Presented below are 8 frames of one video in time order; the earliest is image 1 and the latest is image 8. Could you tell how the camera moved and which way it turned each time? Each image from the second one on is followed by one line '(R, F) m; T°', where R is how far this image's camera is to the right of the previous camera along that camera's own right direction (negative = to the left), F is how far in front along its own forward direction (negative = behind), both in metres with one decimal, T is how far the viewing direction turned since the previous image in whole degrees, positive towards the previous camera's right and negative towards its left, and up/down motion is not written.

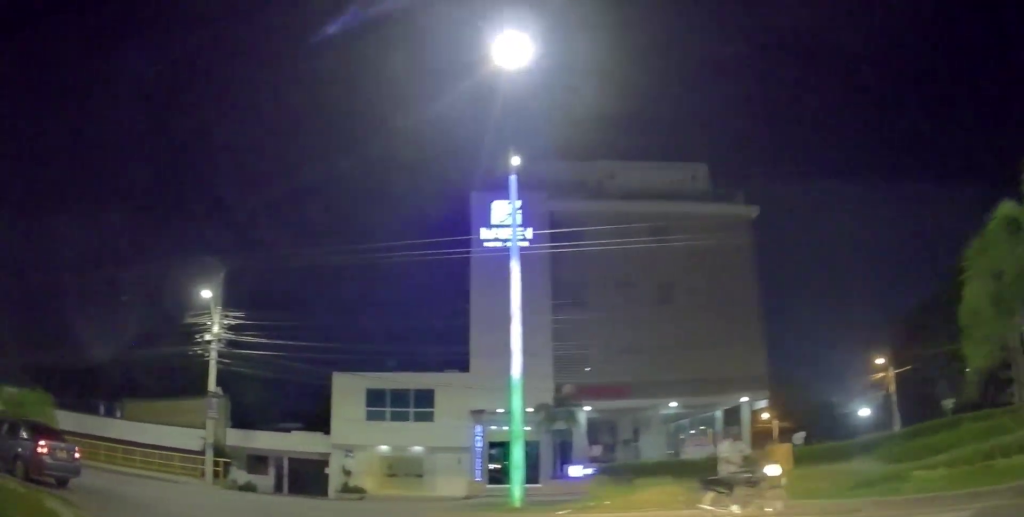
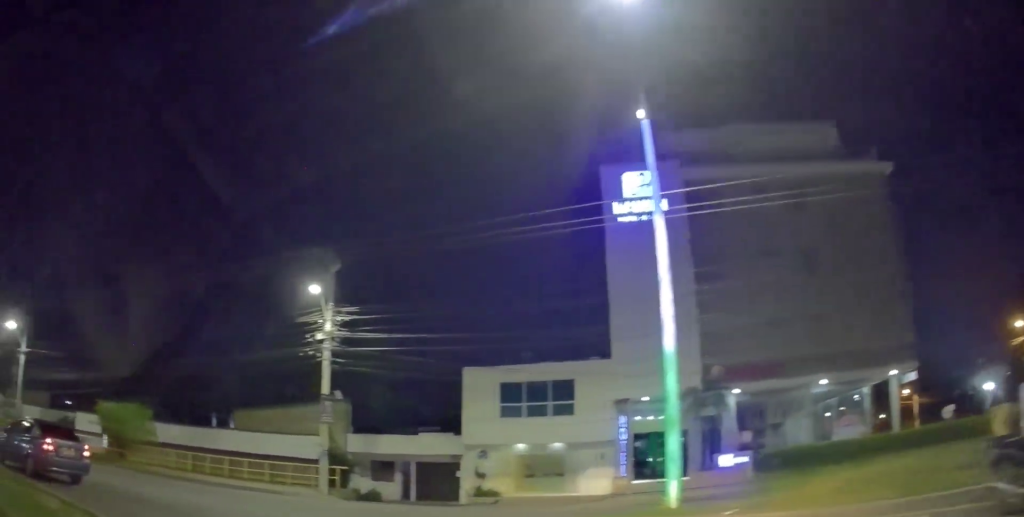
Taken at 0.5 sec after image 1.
(-0.3, +2.7) m; -15°
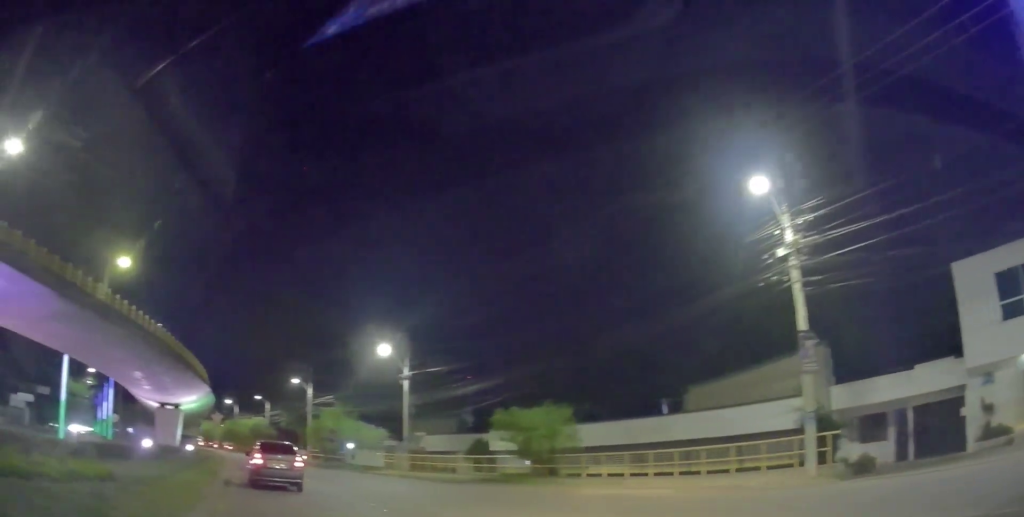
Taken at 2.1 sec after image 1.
(-2.9, +8.0) m; -38°
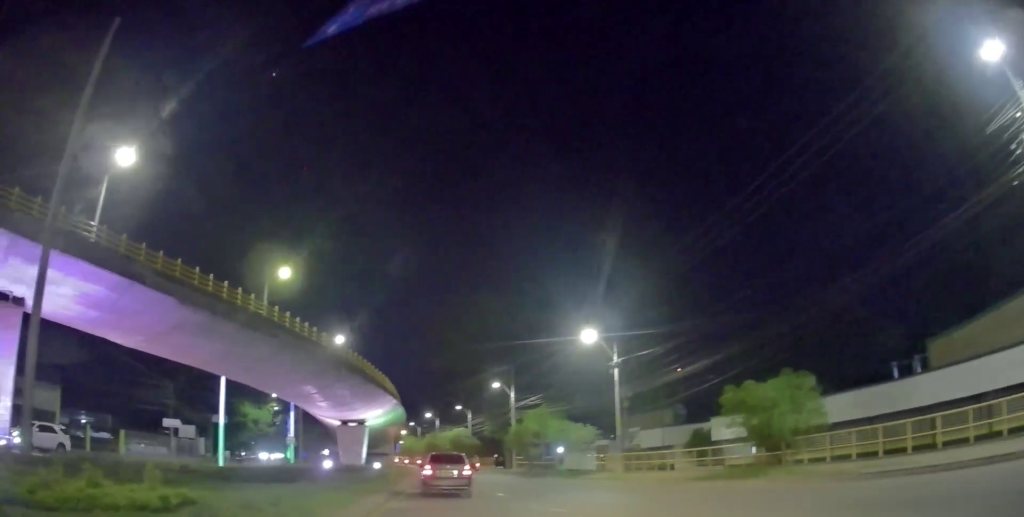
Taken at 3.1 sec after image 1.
(-1.1, +5.1) m; -23°
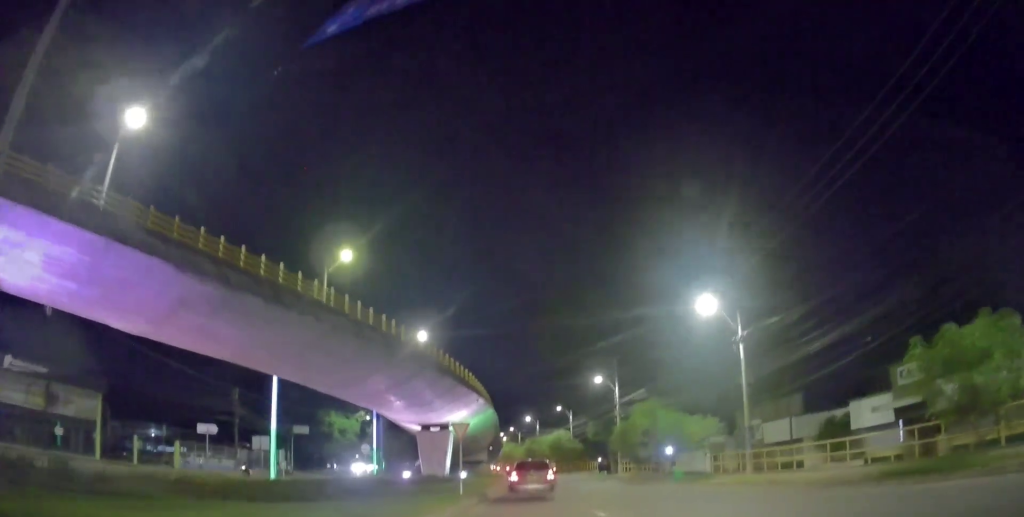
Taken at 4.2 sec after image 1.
(-1.4, +6.5) m; -10°
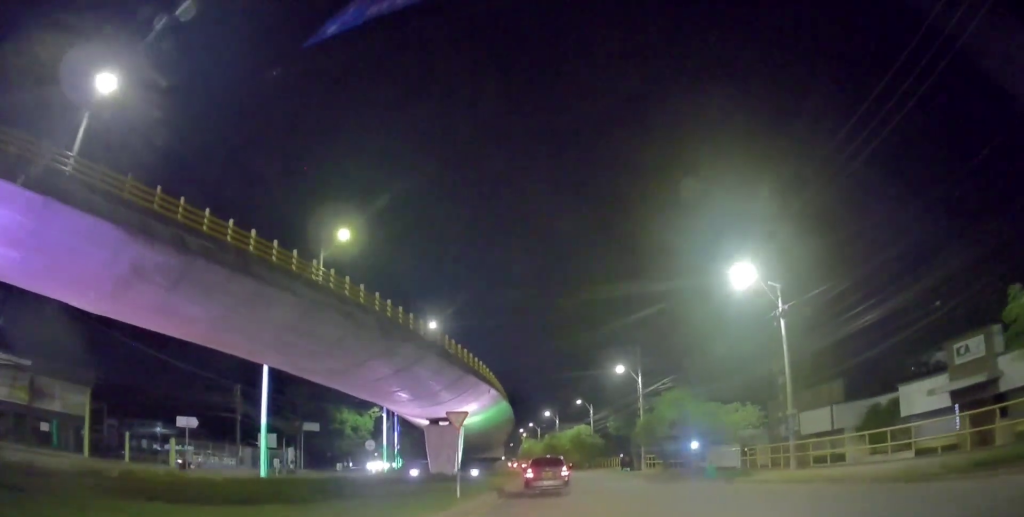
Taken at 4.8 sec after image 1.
(+0.2, +3.6) m; 0°
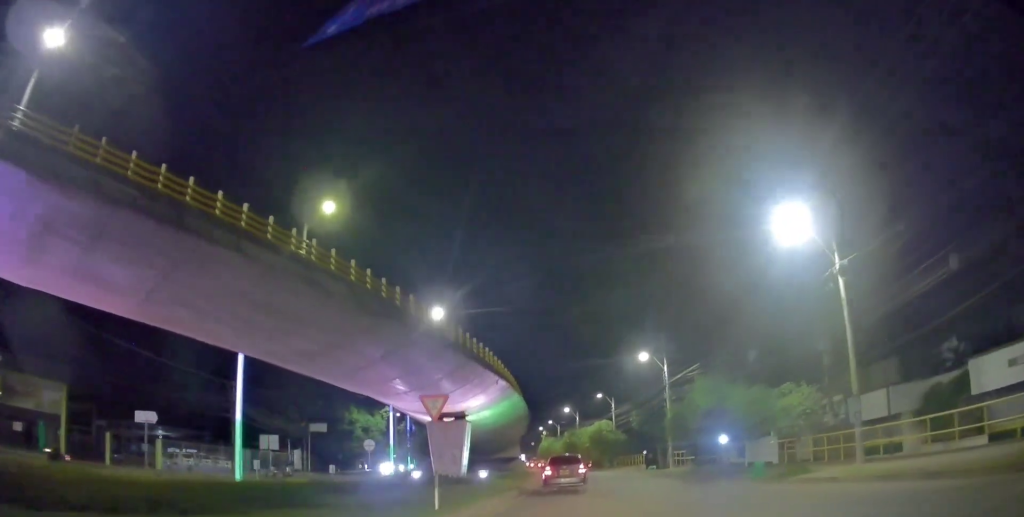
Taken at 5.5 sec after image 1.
(+0.3, +4.5) m; 0°
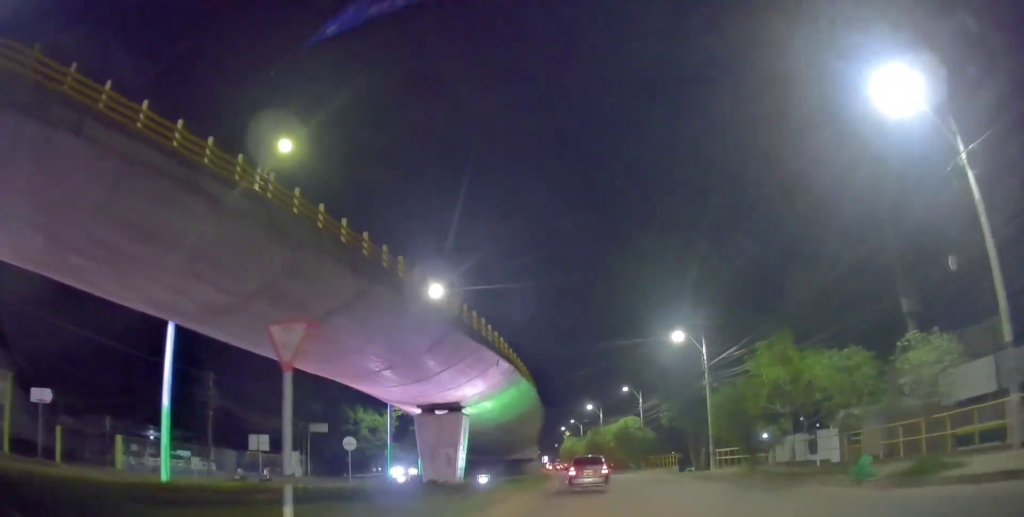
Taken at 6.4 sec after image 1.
(-0.6, +7.3) m; -3°
